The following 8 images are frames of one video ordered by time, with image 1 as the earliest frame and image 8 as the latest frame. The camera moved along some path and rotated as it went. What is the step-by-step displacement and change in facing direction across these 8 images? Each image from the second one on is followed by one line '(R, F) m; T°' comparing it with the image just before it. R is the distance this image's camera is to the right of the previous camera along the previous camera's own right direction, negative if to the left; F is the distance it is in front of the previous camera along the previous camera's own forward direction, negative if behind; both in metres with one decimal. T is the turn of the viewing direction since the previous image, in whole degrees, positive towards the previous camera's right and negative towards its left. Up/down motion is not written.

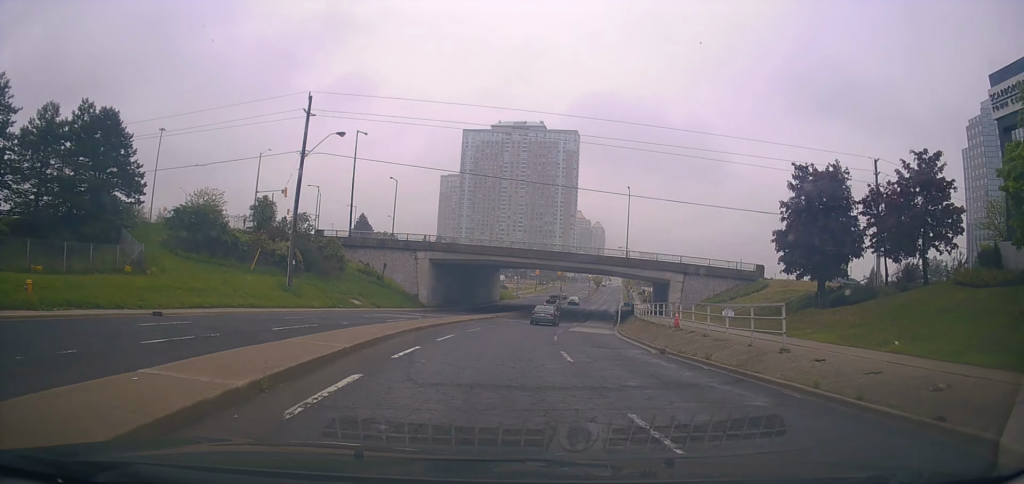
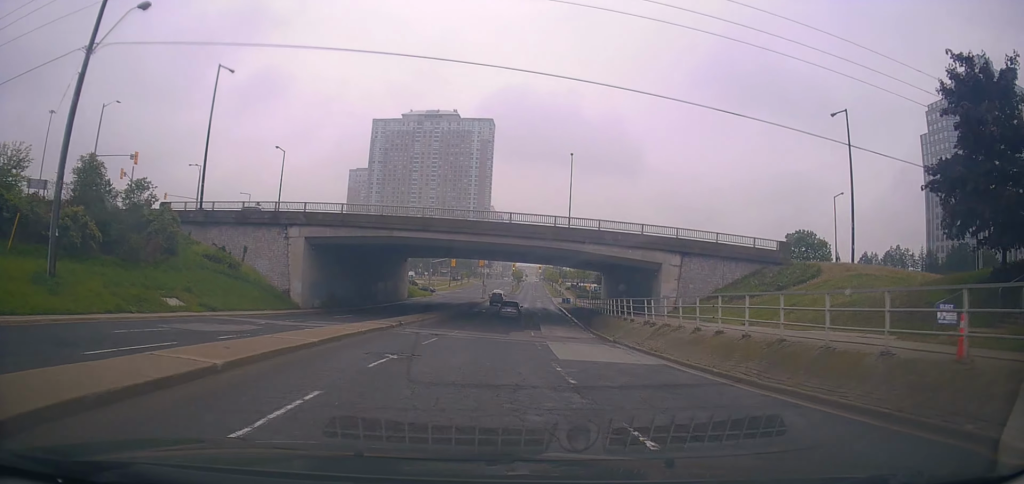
(+1.8, +19.6) m; +12°
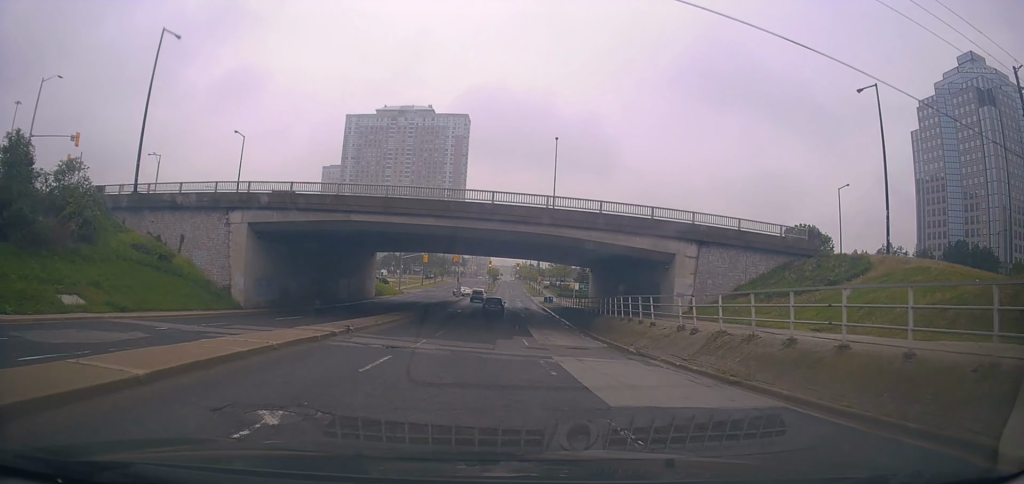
(+0.5, +6.8) m; +3°
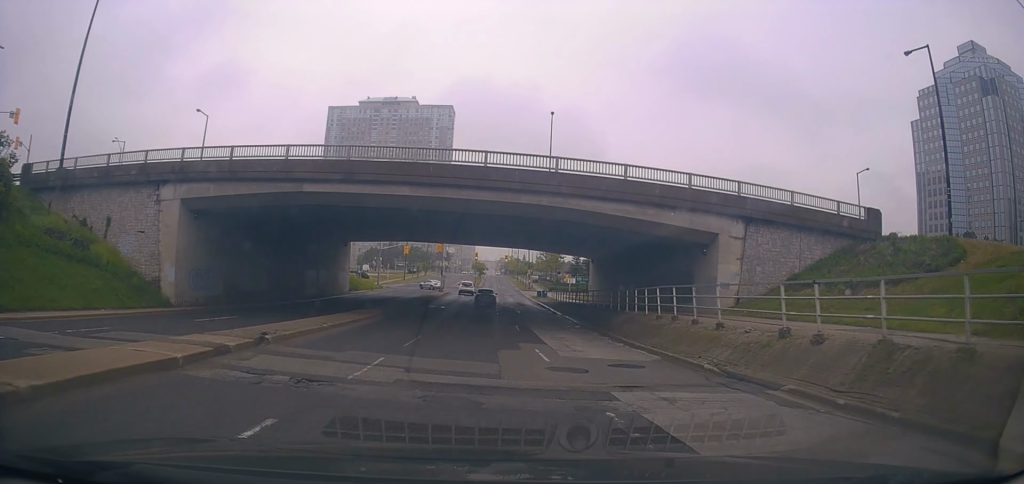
(+0.1, +7.4) m; +1°
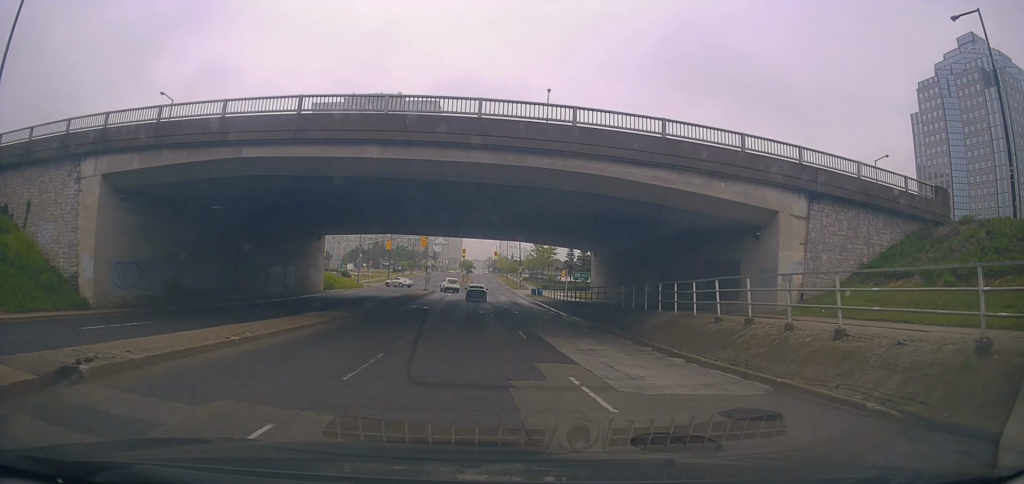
(-0.1, +6.6) m; 0°
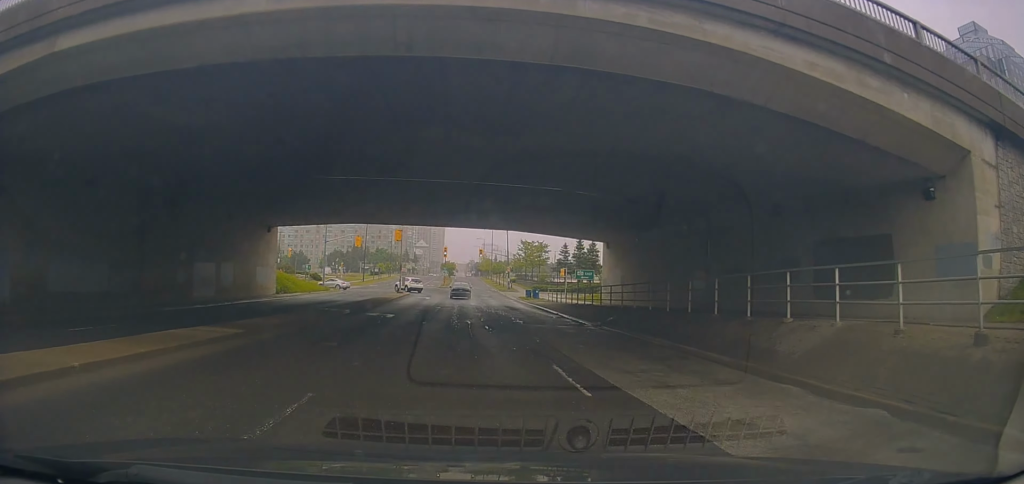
(+0.2, +10.5) m; +2°
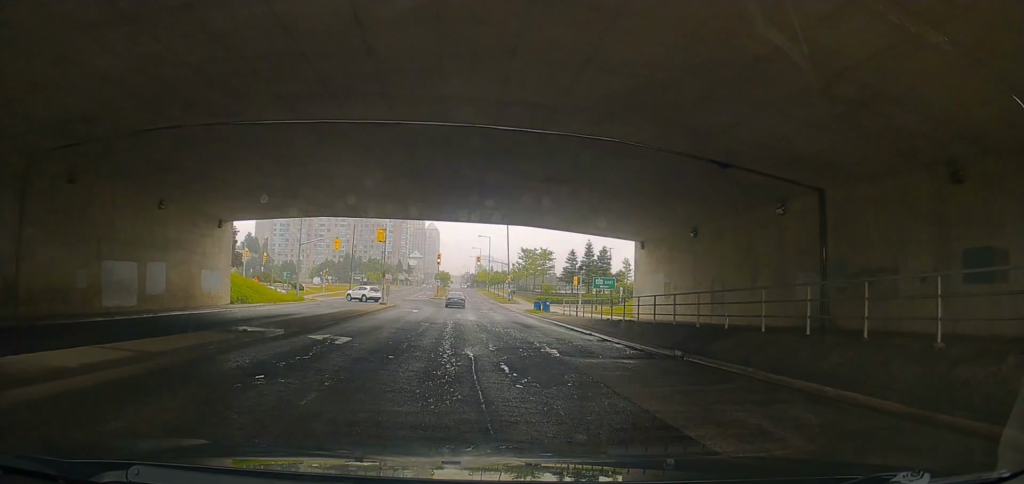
(+0.2, +9.0) m; +2°
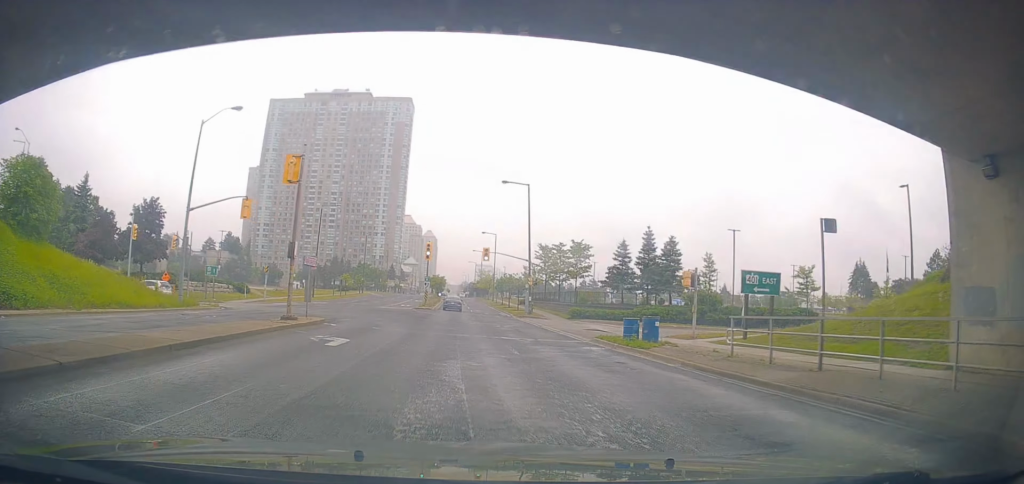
(+0.2, +24.4) m; -1°
